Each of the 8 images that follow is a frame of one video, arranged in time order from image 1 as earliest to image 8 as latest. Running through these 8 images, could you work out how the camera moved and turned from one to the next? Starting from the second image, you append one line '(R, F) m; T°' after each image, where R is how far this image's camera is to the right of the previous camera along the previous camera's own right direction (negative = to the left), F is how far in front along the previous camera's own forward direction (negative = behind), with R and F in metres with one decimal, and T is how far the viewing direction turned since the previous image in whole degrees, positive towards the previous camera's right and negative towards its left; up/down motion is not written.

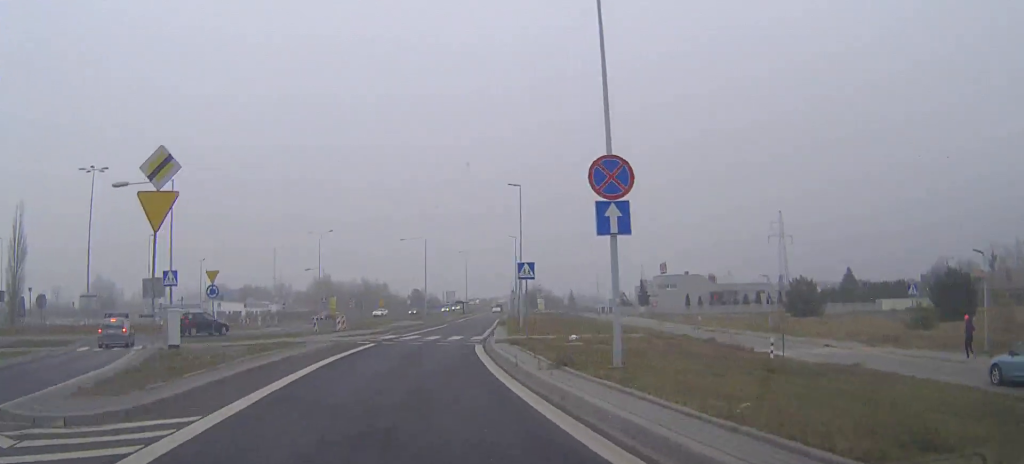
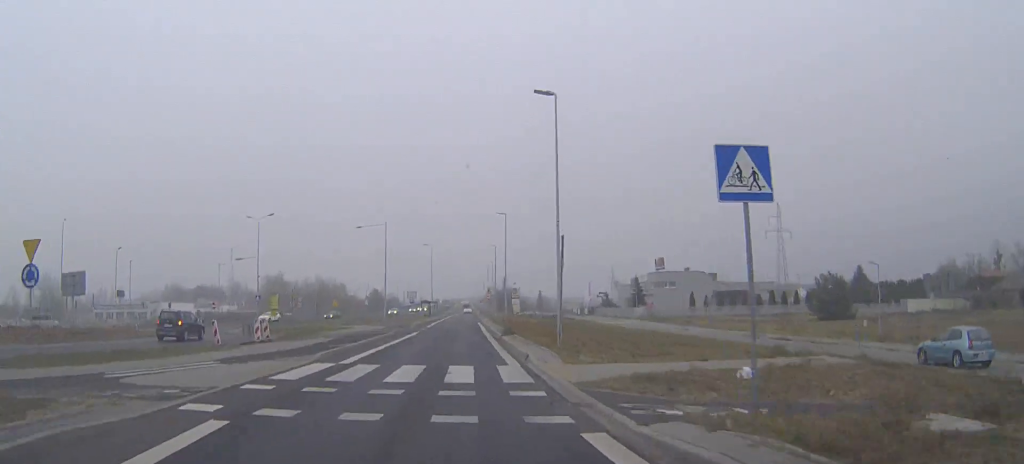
(+0.5, +19.0) m; +3°
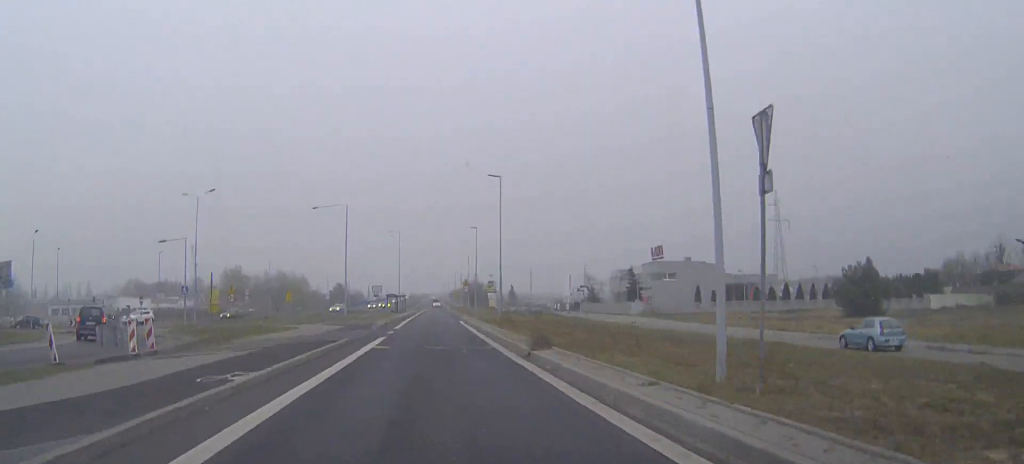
(+0.3, +14.3) m; +2°
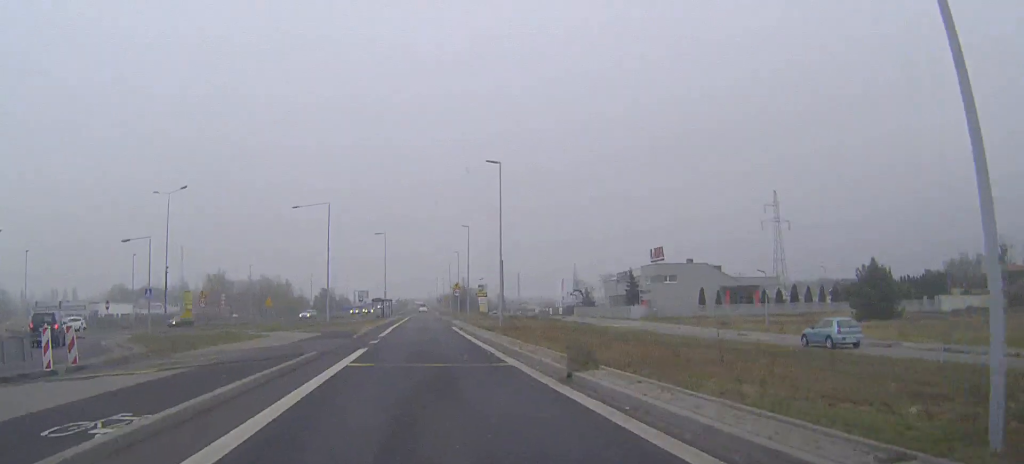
(+0.1, +5.9) m; +1°
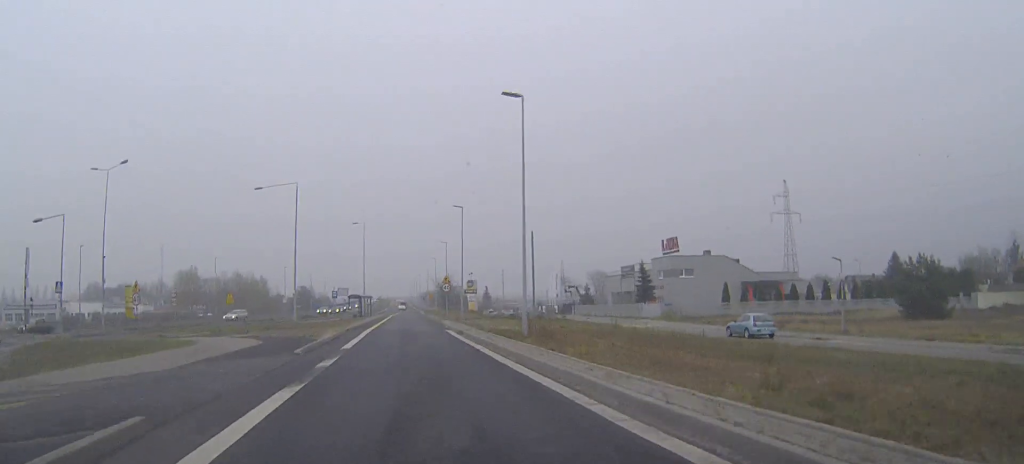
(+0.2, +11.8) m; +1°
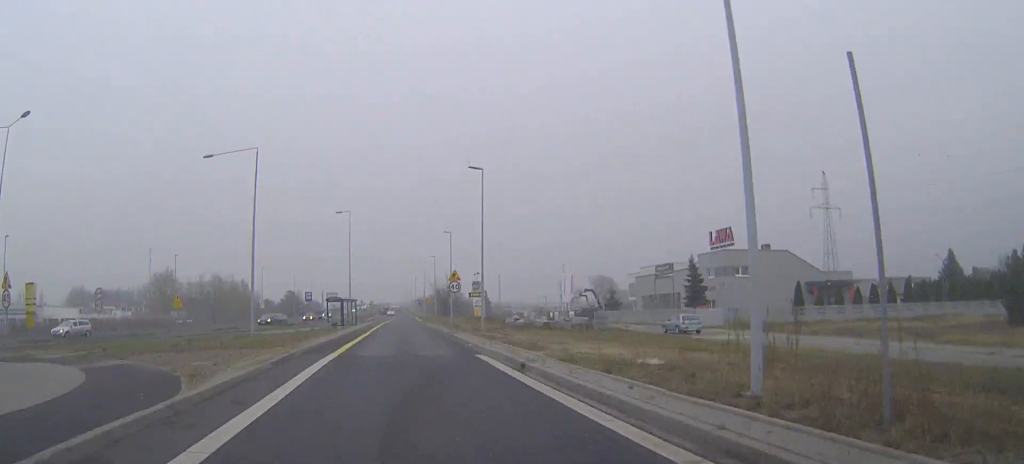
(+0.2, +16.6) m; +1°
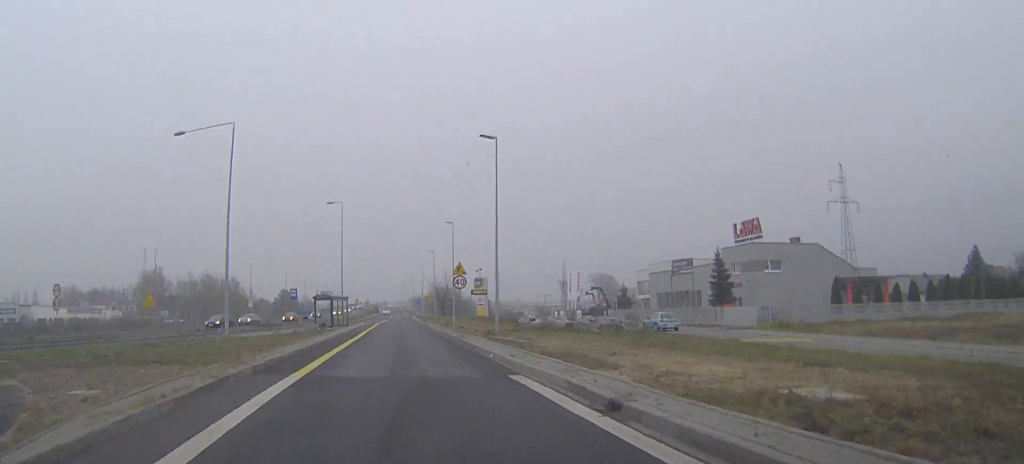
(0.0, +6.5) m; 0°
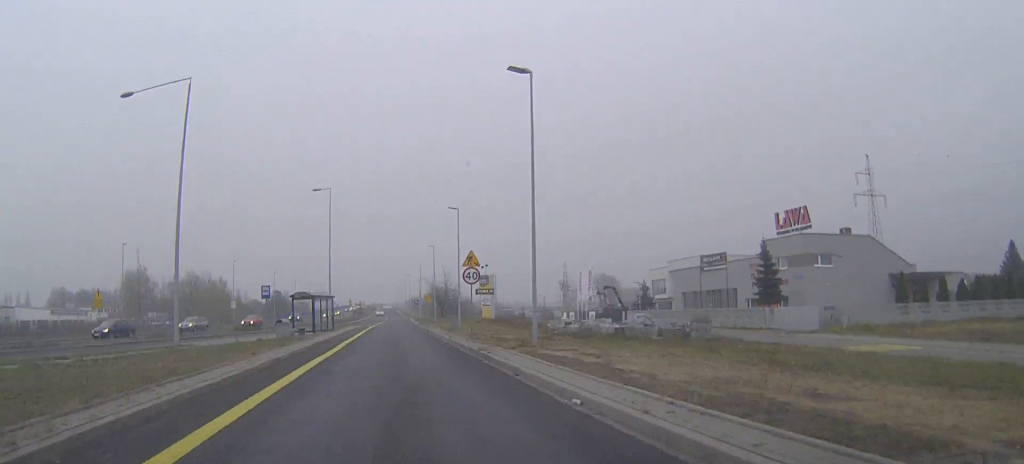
(0.0, +9.0) m; 0°
